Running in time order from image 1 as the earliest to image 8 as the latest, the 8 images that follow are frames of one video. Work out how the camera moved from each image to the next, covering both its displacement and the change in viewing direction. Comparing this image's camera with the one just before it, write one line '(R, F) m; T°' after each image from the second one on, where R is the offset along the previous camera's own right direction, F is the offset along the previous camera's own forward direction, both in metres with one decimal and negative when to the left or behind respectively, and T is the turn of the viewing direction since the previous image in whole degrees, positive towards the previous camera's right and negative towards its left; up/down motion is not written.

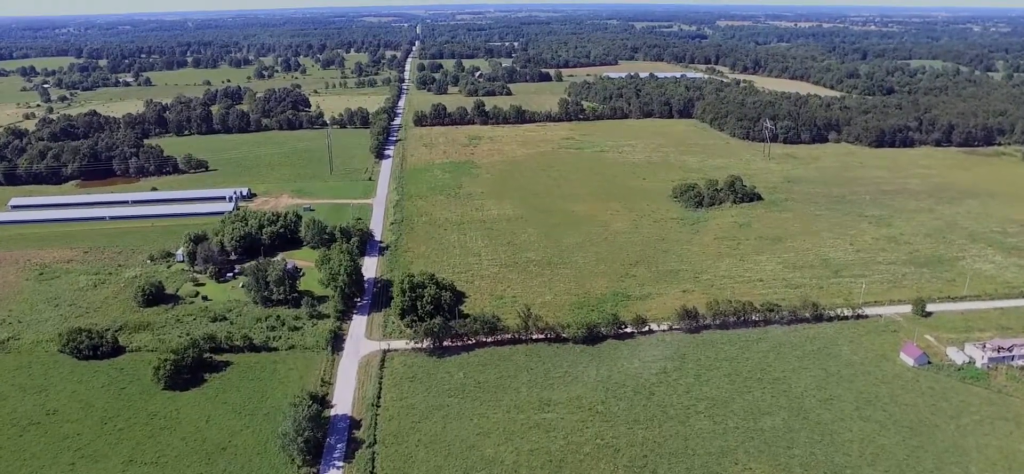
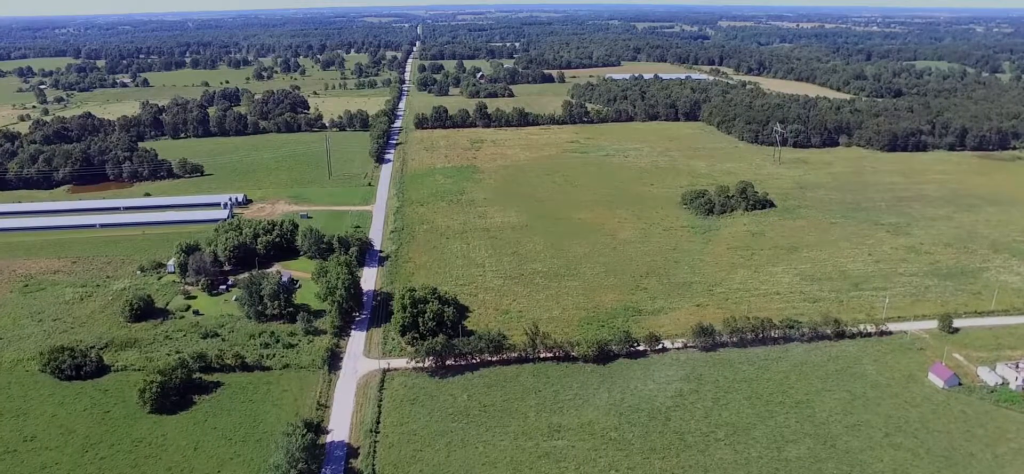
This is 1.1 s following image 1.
(0.0, +13.4) m; 0°
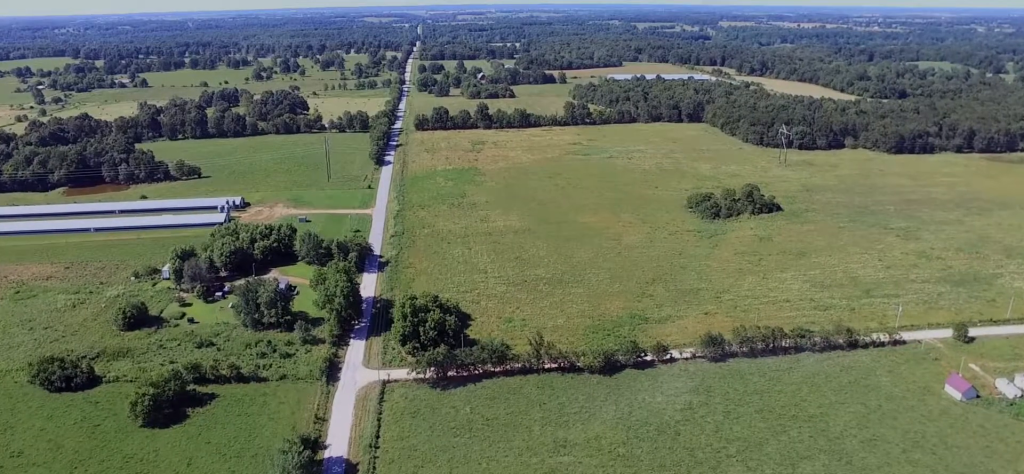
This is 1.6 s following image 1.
(0.0, +7.1) m; 0°
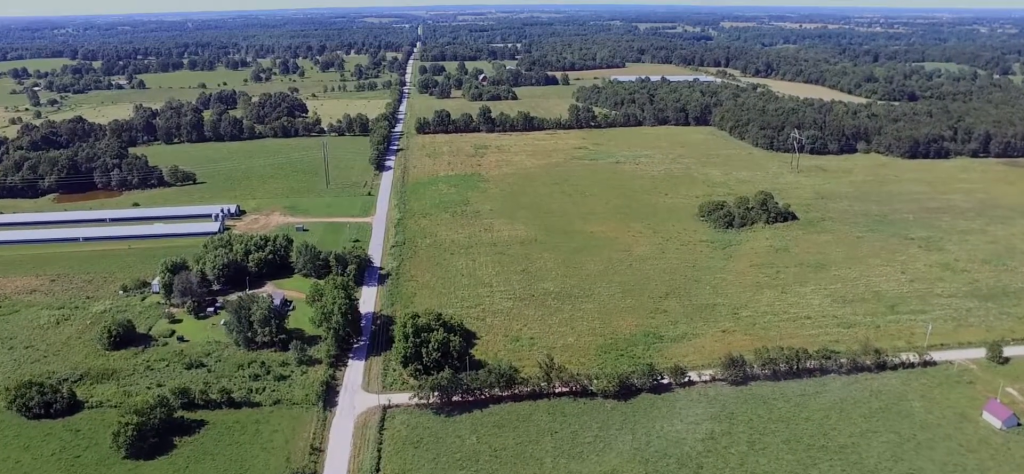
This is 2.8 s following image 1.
(0.0, +14.2) m; 0°
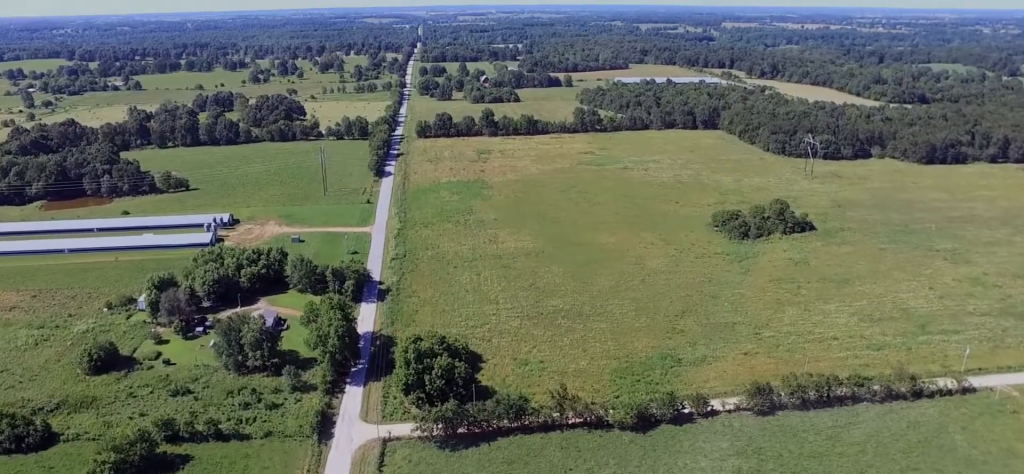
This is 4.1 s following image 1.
(0.0, +16.4) m; +1°
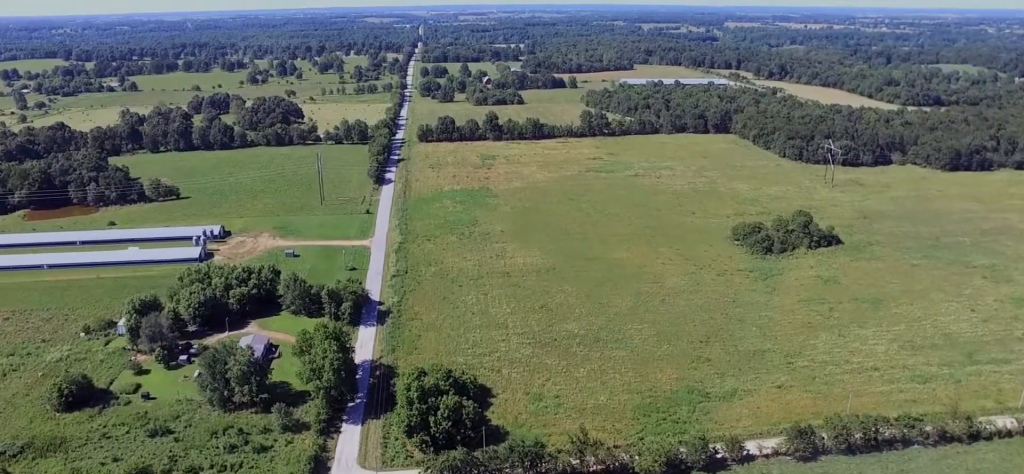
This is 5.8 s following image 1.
(+0.4, +21.0) m; +2°
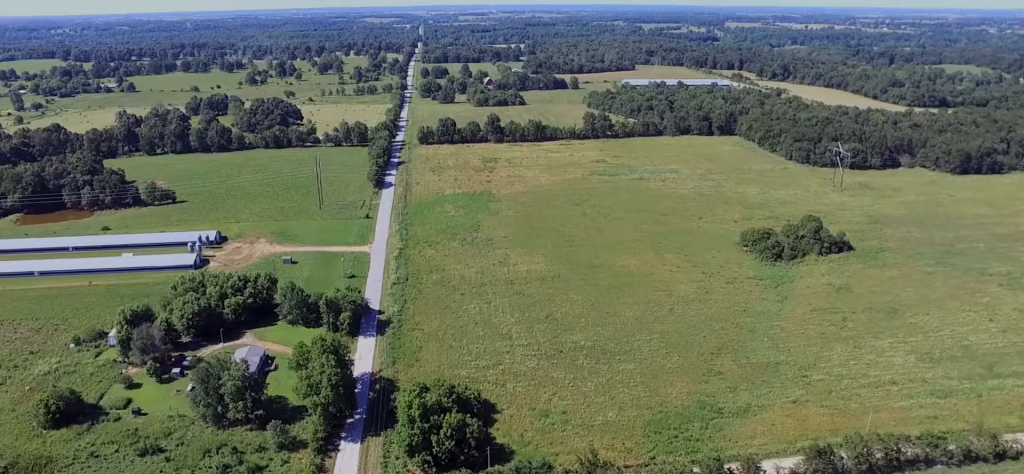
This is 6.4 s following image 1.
(0.0, +8.1) m; 0°
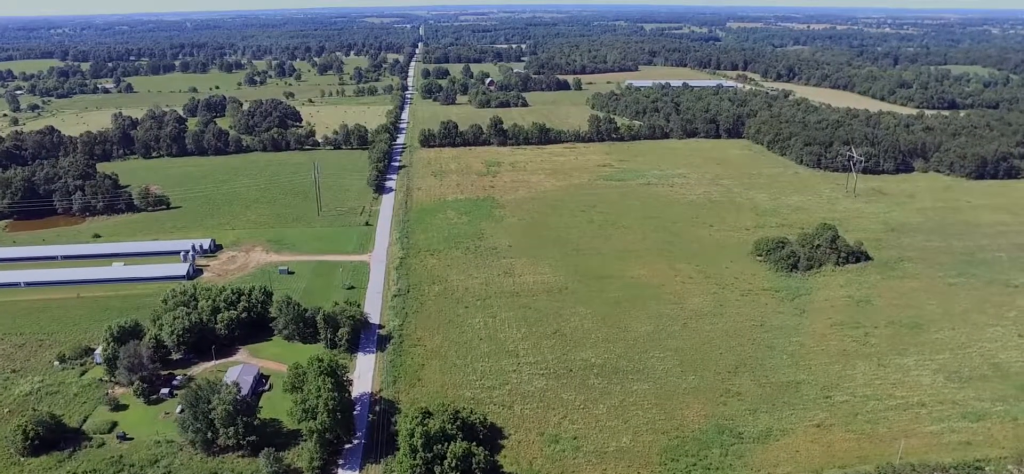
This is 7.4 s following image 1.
(0.0, +11.7) m; 0°
